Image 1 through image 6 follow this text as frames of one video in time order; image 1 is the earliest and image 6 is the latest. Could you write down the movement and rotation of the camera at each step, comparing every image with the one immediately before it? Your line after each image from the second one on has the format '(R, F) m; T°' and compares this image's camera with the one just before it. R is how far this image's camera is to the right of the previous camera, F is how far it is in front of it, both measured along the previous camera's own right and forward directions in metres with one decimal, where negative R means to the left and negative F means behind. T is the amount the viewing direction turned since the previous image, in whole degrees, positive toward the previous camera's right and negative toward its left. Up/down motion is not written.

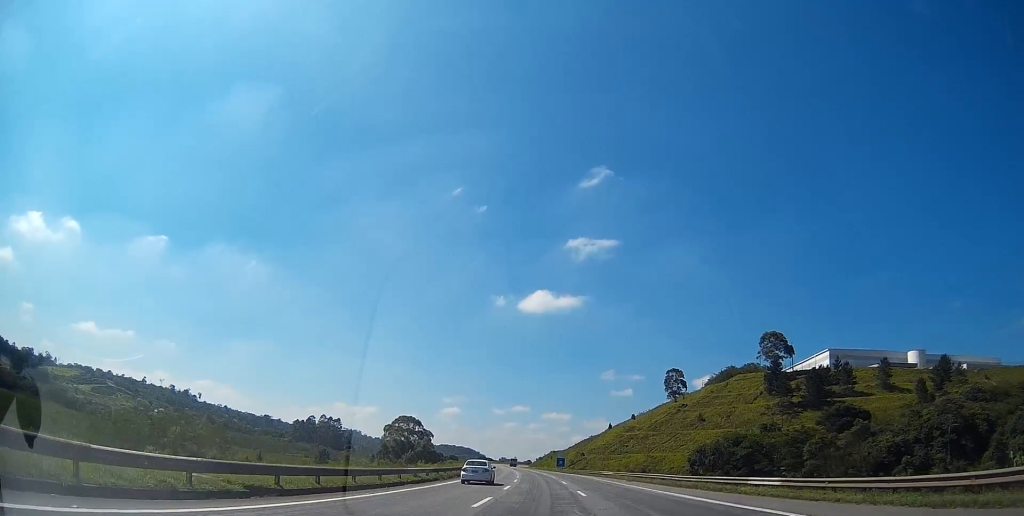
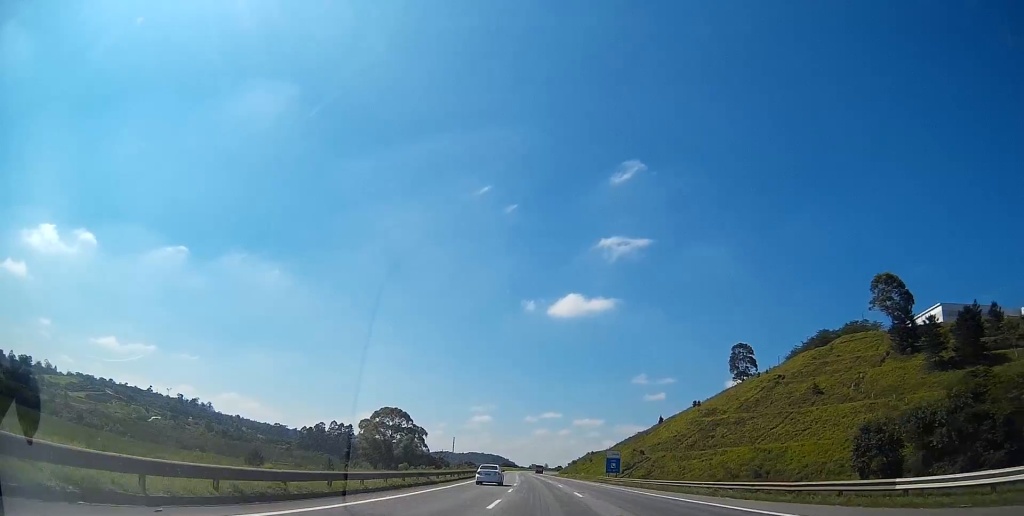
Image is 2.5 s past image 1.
(-2.7, +70.6) m; -3°
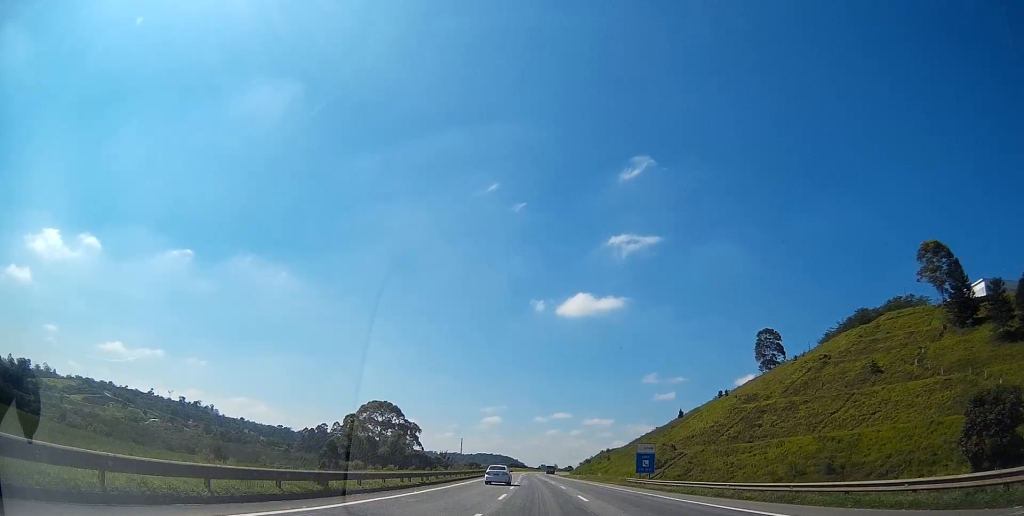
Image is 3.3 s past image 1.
(-0.1, +23.1) m; -1°
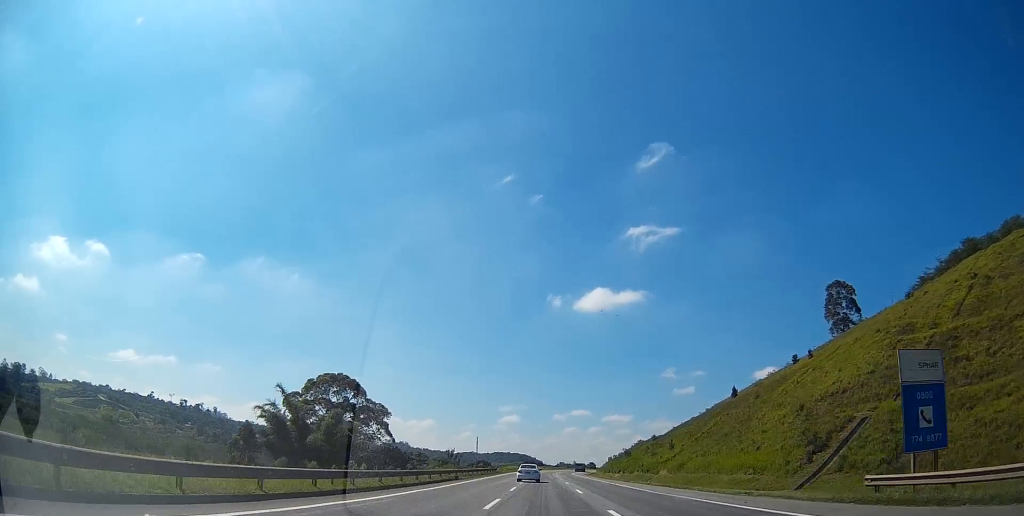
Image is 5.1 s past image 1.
(-0.7, +48.6) m; -3°
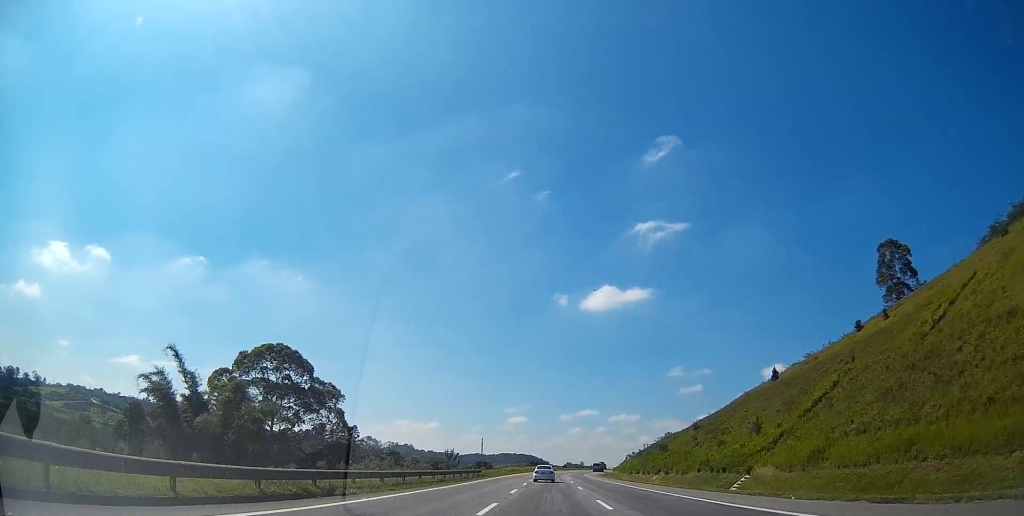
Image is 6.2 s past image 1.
(-0.6, +29.6) m; -2°
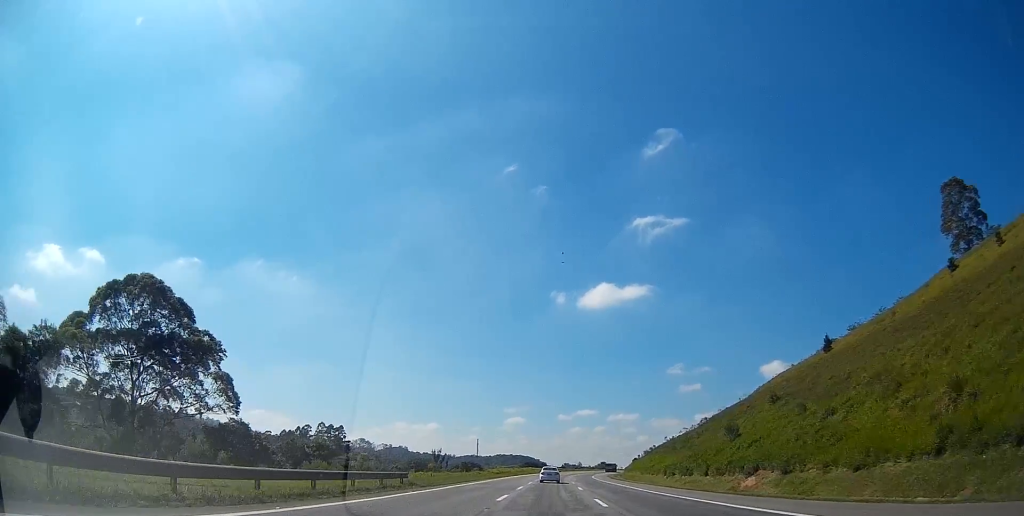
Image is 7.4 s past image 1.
(-0.3, +32.5) m; 0°
